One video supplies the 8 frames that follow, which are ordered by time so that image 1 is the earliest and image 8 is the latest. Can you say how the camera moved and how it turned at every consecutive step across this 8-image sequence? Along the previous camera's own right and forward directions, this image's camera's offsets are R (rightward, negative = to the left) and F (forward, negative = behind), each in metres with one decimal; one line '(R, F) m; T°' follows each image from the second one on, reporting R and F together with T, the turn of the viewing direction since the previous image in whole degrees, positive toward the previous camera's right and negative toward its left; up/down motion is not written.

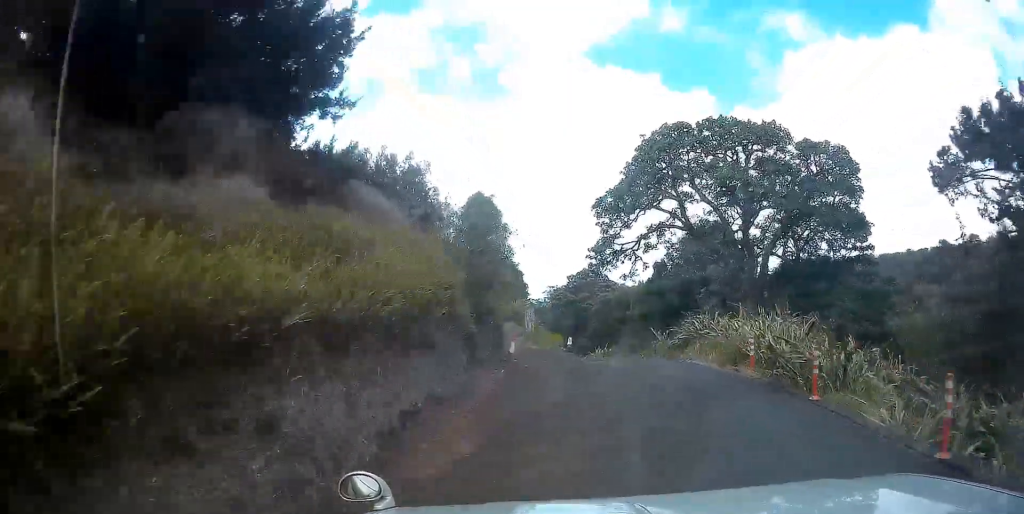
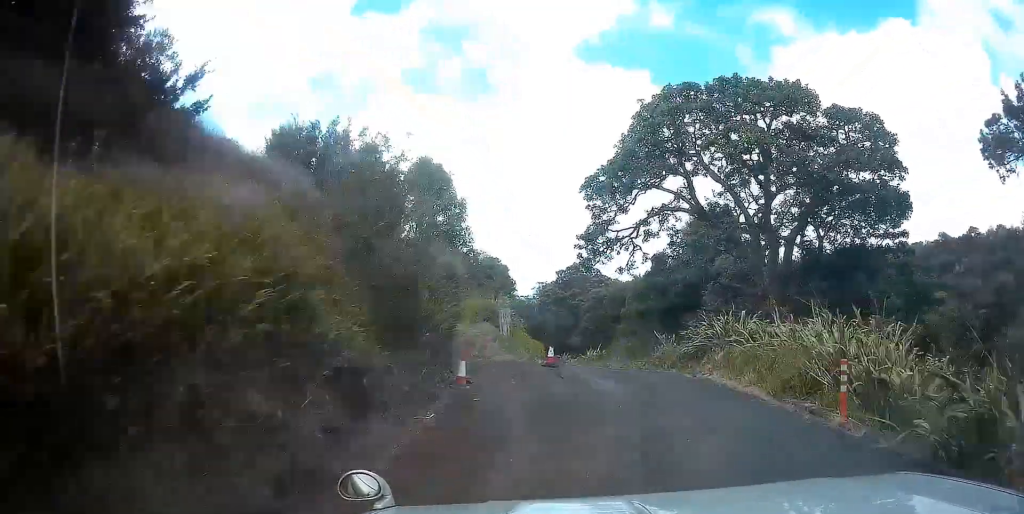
(0.0, +5.1) m; 0°
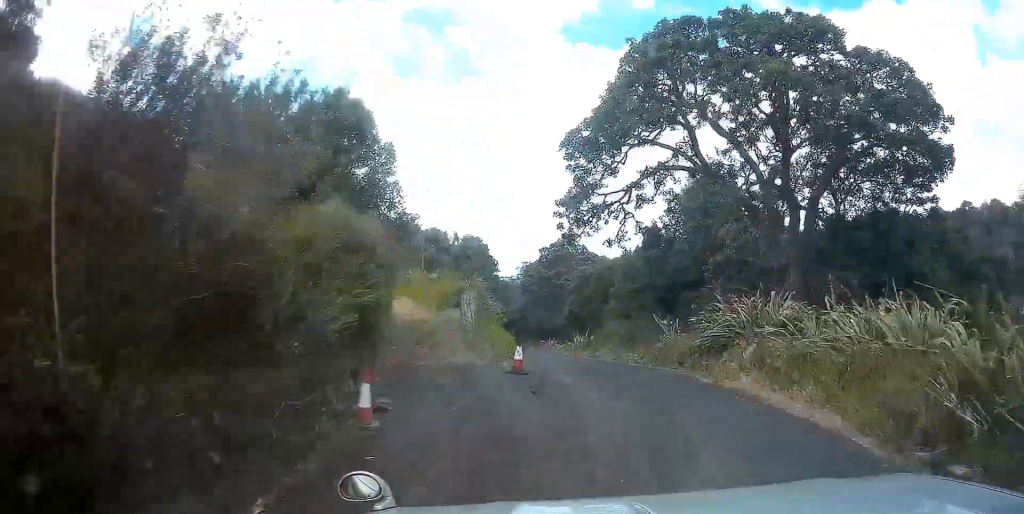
(0.0, +4.6) m; +1°
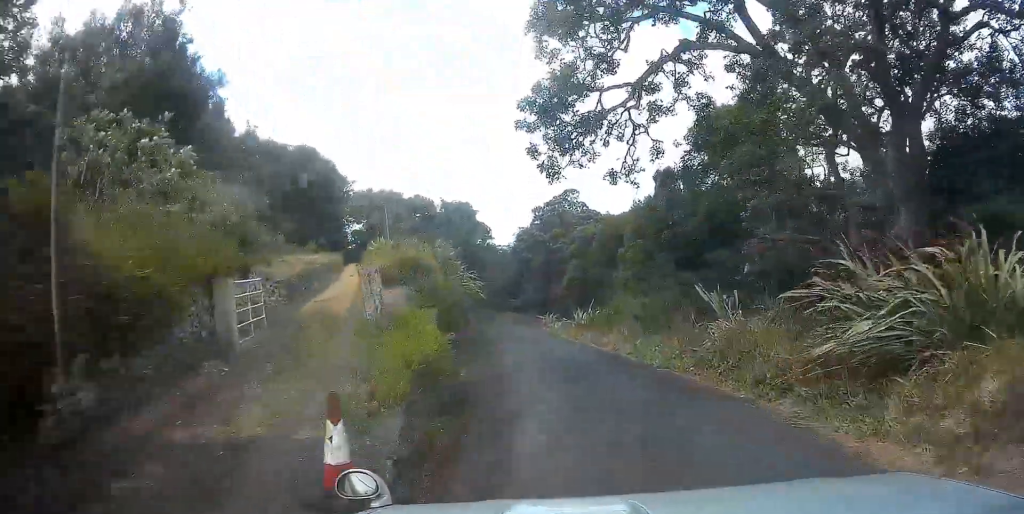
(+0.1, +8.5) m; +2°
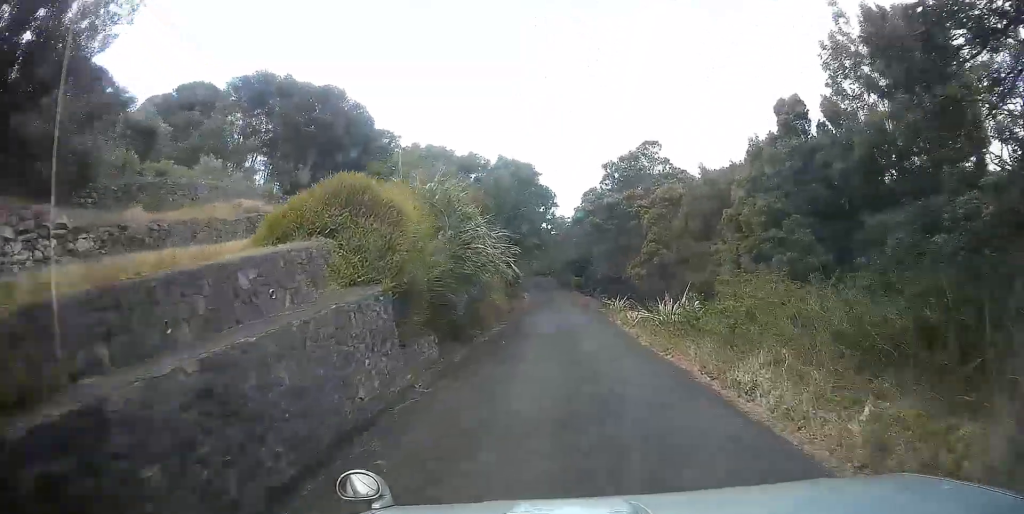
(-0.2, +10.6) m; -7°
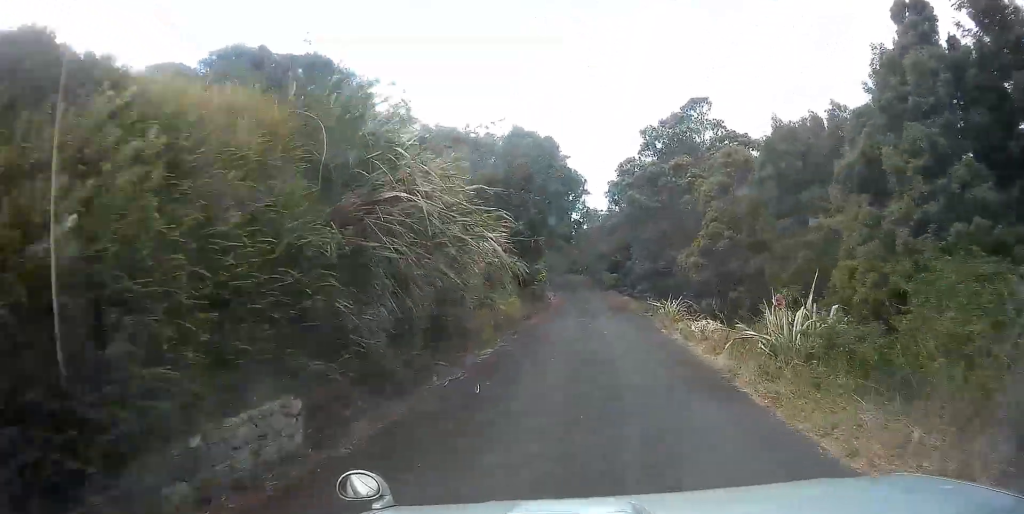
(-0.6, +8.0) m; -6°
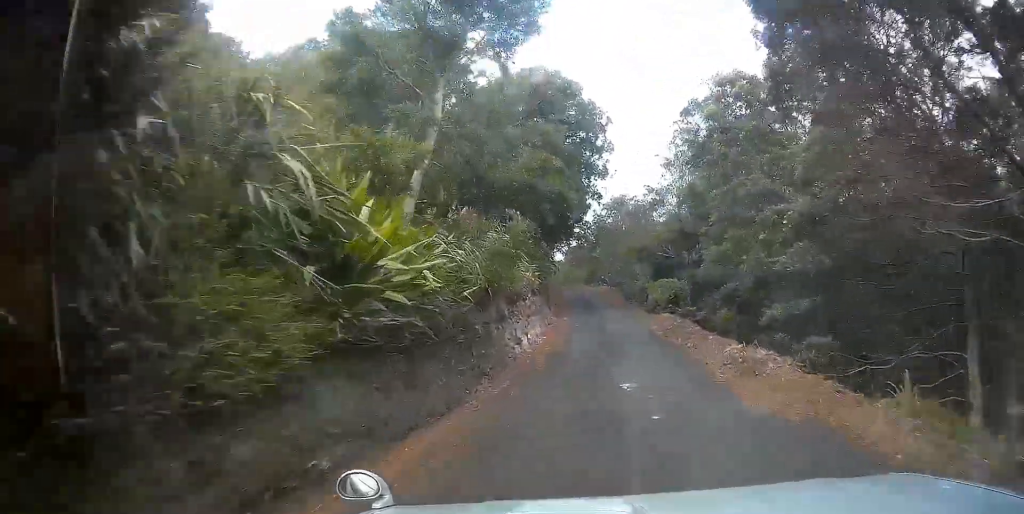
(-1.4, +25.6) m; -4°
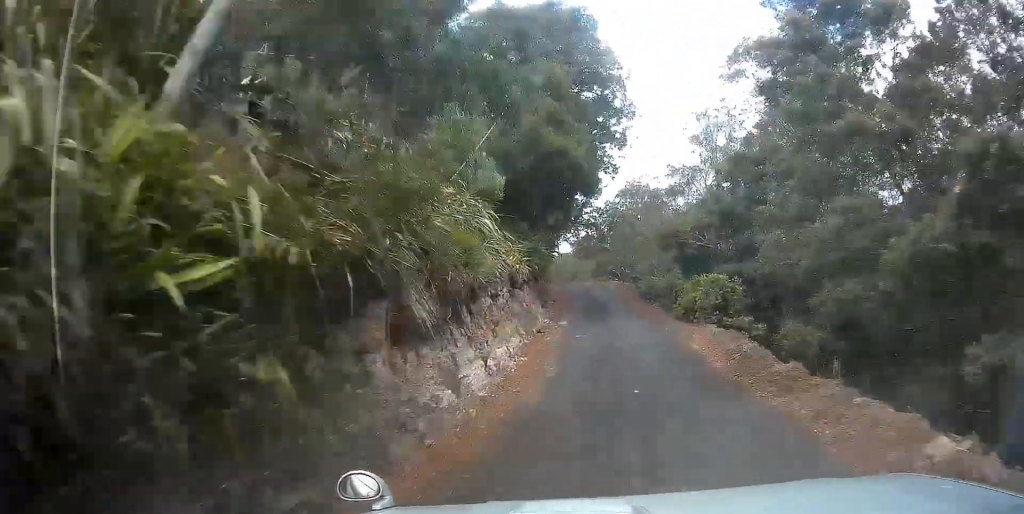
(0.0, +7.5) m; 0°
